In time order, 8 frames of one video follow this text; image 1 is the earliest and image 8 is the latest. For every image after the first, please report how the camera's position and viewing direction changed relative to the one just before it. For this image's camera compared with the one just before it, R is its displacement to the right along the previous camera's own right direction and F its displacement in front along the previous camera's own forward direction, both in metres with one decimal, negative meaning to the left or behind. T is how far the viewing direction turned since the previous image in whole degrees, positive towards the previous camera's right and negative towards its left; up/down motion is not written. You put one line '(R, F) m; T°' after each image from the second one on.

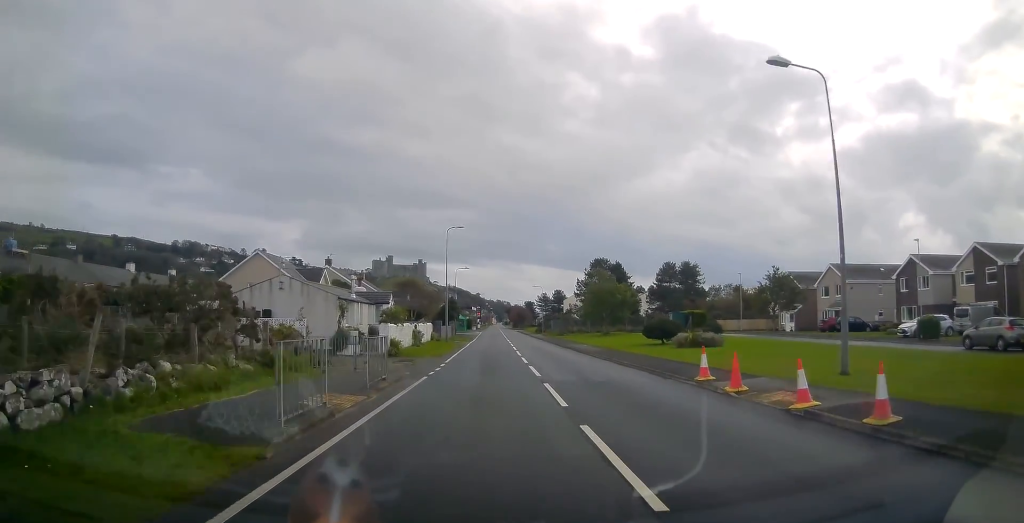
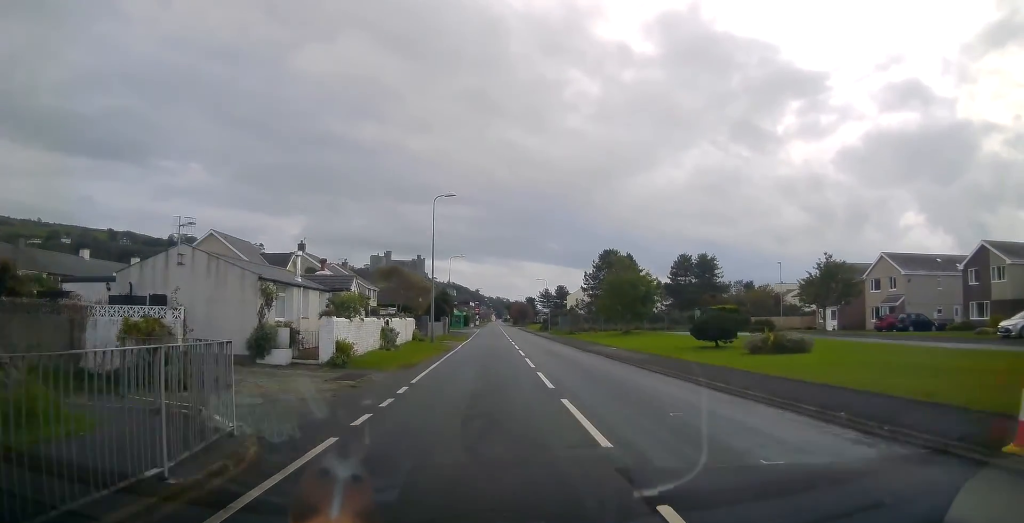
(0.0, +9.9) m; 0°
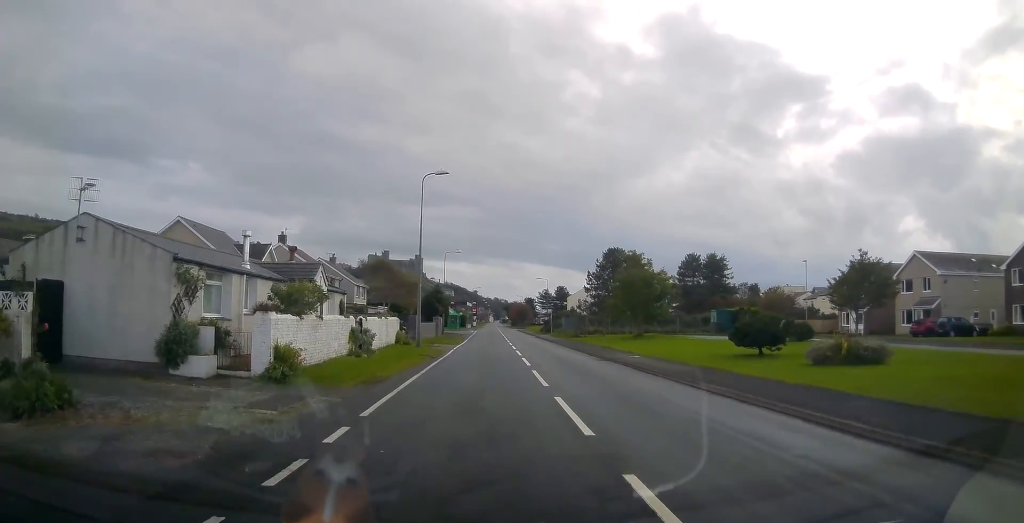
(-0.1, +5.3) m; 0°
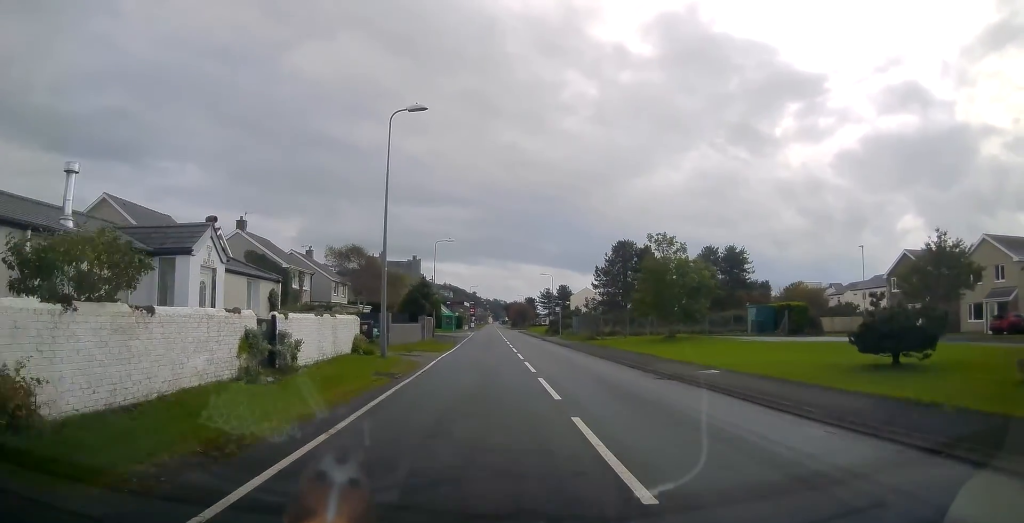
(0.0, +9.1) m; 0°
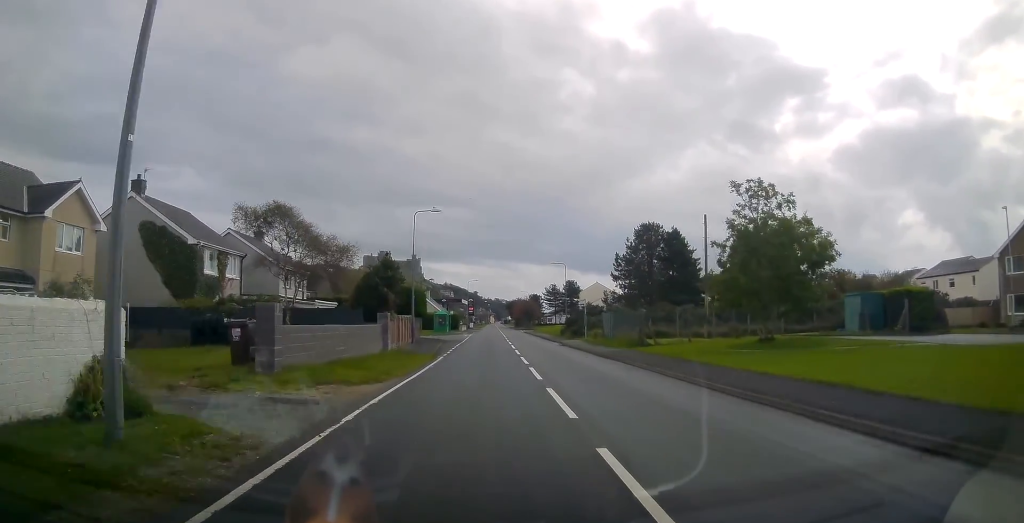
(+0.1, +14.6) m; +1°
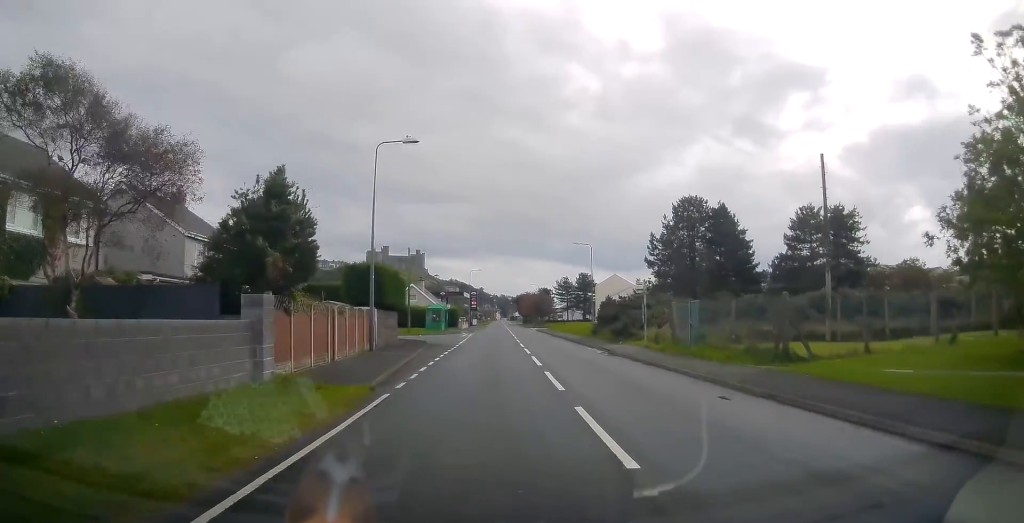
(+0.1, +14.6) m; -1°
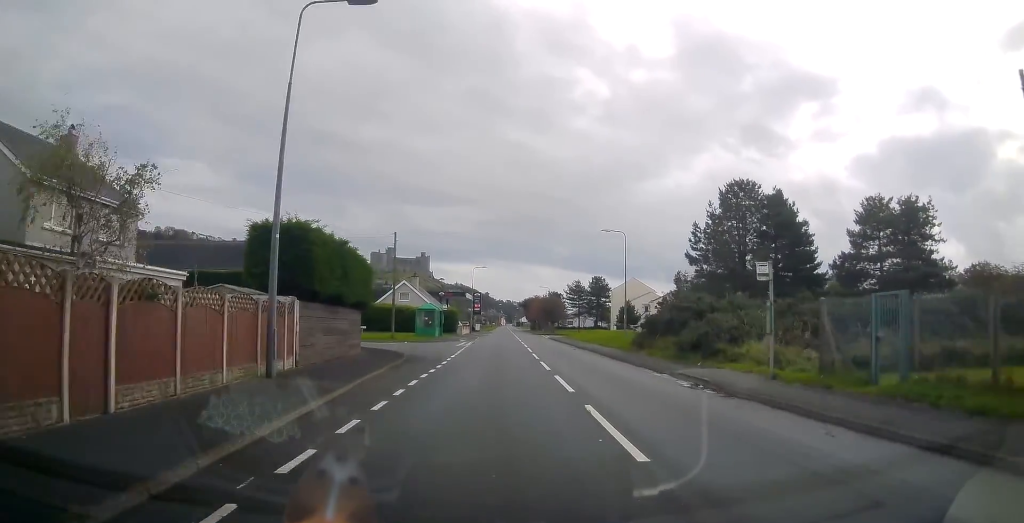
(-0.2, +11.7) m; -1°
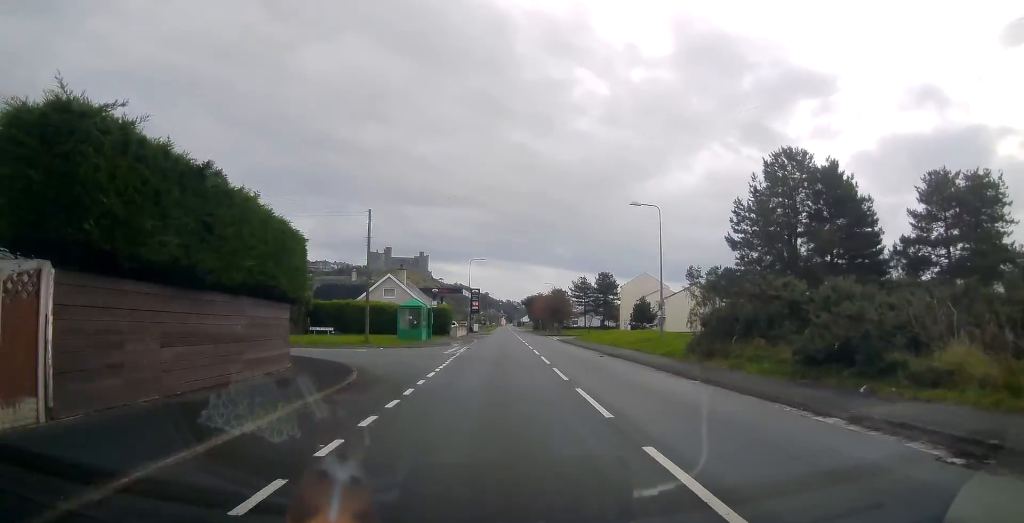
(0.0, +9.5) m; 0°
